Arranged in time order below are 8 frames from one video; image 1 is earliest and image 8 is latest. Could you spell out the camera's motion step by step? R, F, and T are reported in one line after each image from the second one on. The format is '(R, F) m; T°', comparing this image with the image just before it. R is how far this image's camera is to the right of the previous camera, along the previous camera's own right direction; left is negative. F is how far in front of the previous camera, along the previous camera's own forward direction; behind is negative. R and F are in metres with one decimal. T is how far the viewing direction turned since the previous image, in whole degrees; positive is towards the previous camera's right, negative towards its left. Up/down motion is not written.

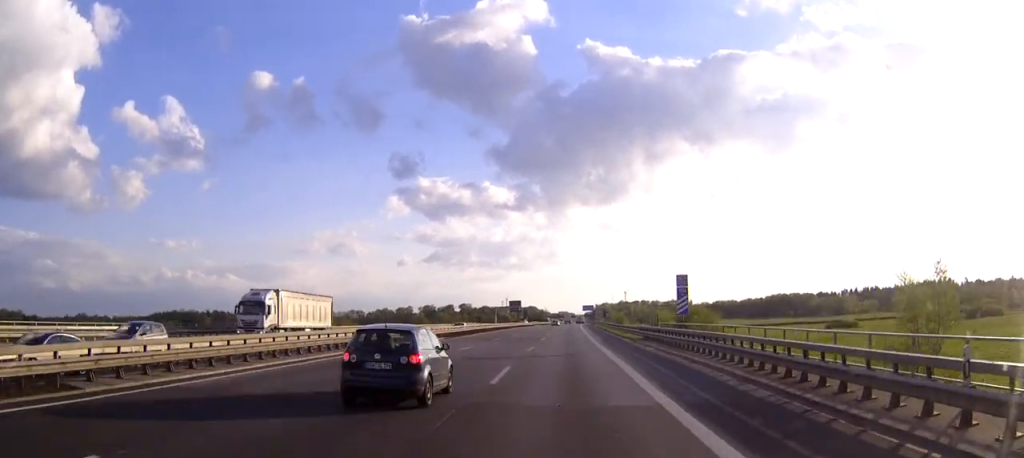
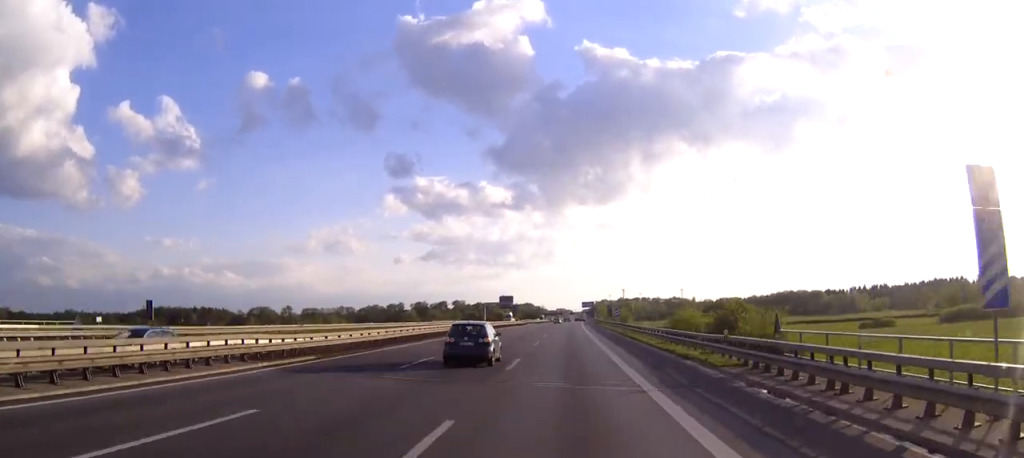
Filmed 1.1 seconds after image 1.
(+0.1, +30.7) m; +1°
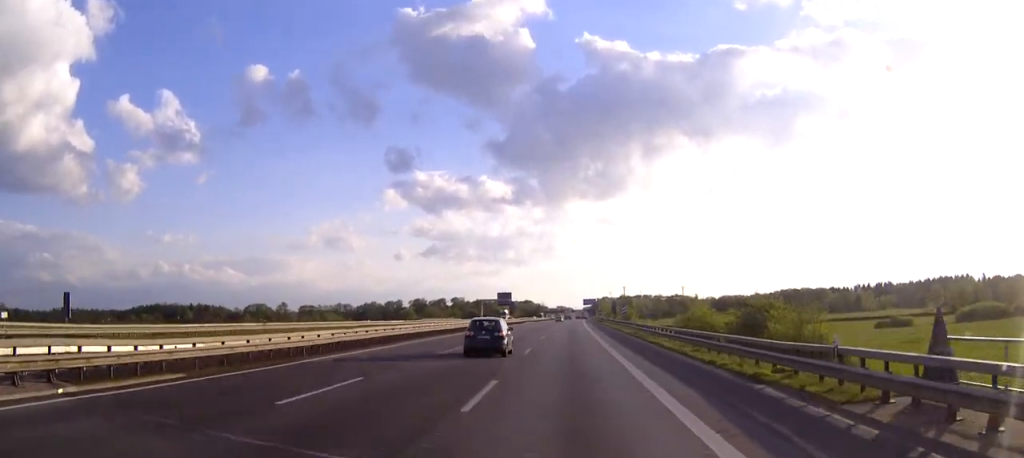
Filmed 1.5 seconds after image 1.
(+0.1, +10.9) m; 0°
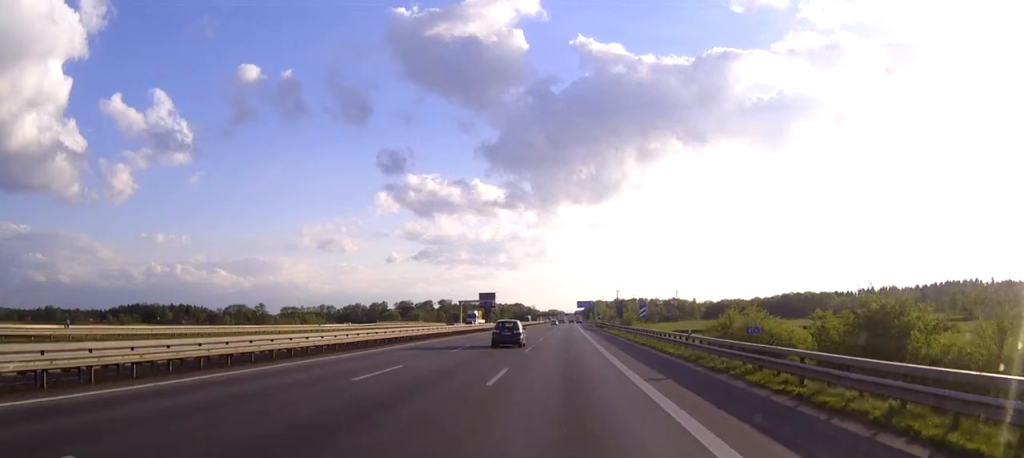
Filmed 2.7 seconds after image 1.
(0.0, +30.8) m; 0°
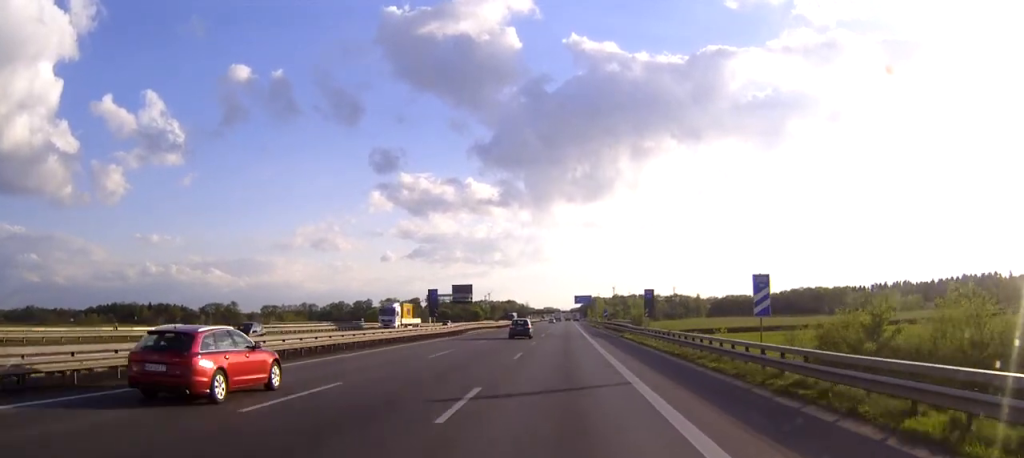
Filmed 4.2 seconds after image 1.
(+0.1, +42.4) m; 0°
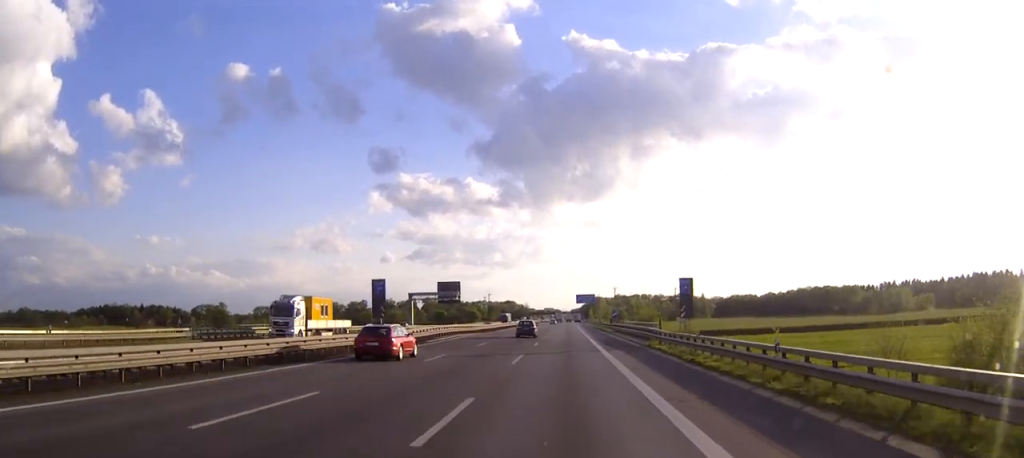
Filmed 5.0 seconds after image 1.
(0.0, +19.8) m; 0°
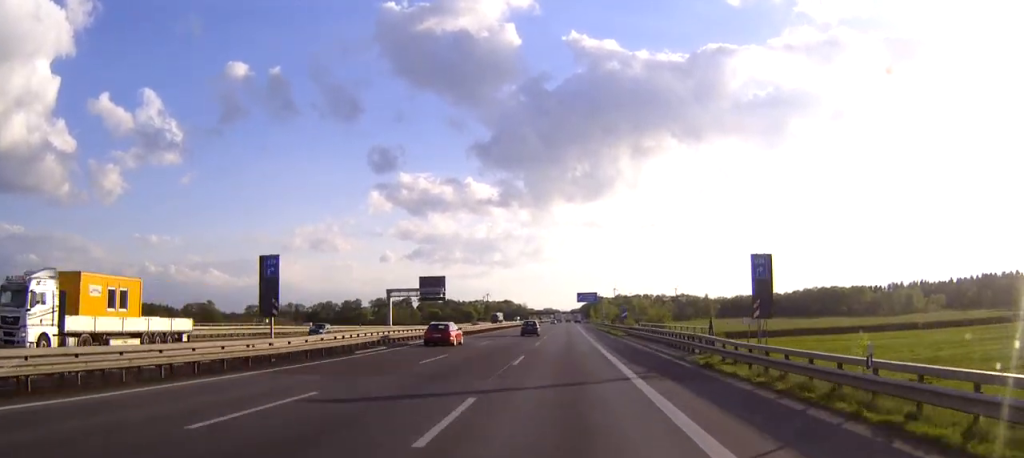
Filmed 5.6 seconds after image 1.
(+0.1, +18.1) m; 0°
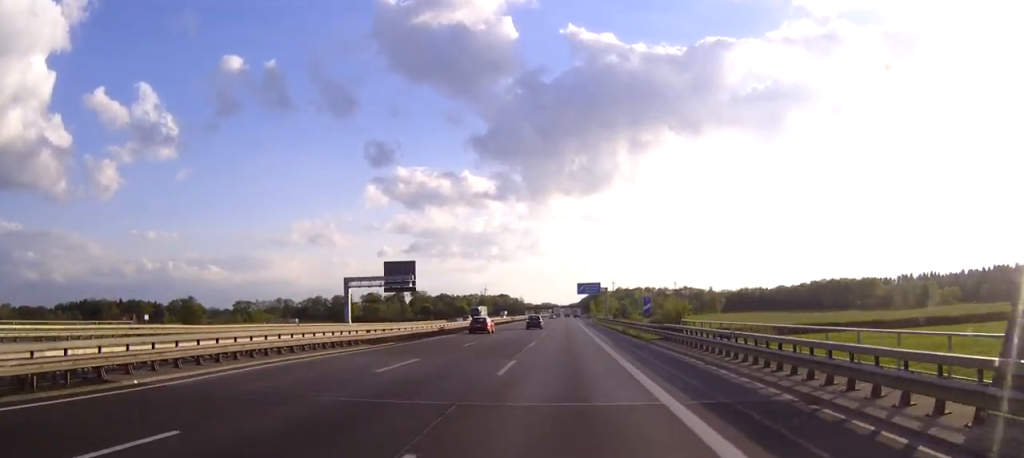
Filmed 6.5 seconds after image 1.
(-0.1, +24.5) m; 0°
